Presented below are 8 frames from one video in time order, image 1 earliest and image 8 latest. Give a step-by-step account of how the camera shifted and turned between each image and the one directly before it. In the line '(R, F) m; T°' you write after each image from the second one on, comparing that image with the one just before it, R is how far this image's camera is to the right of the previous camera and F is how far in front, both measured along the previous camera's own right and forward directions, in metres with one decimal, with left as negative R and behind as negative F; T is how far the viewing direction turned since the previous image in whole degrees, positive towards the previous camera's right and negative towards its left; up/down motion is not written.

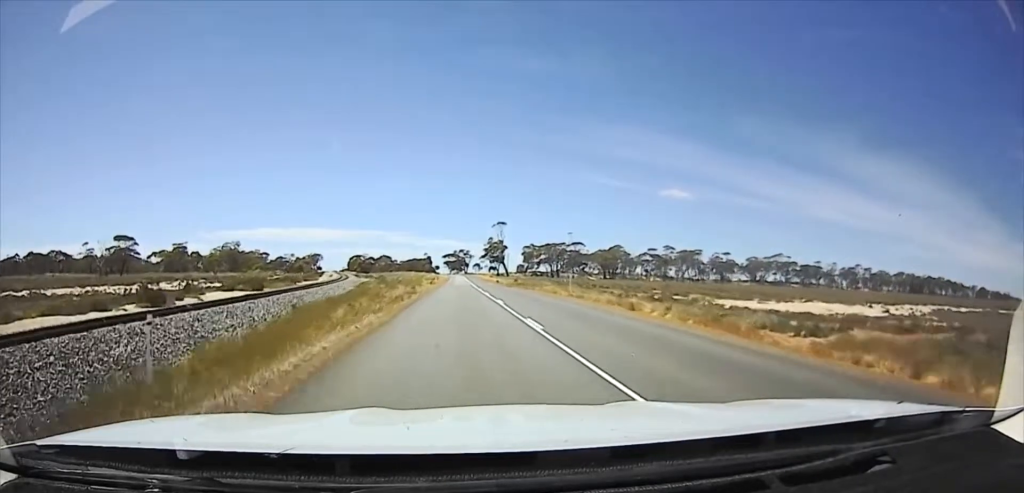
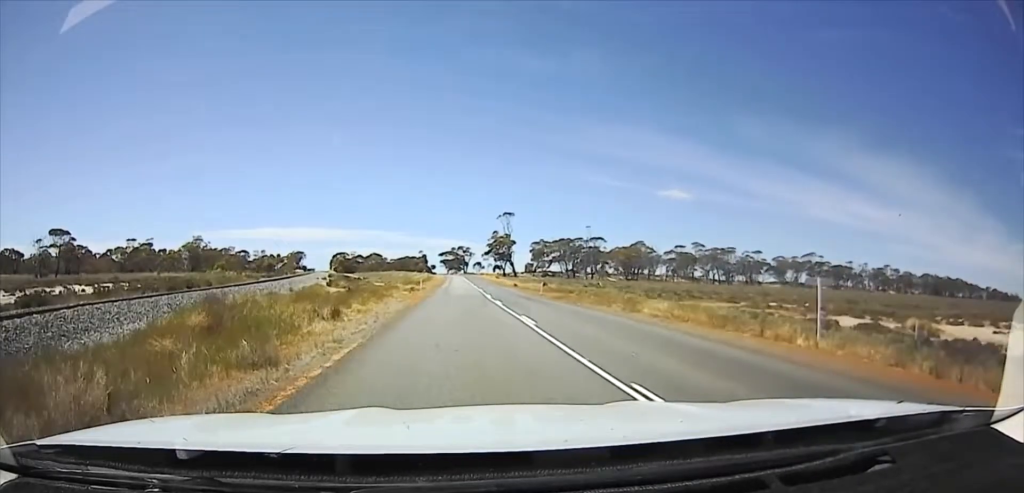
(0.0, +38.3) m; 0°
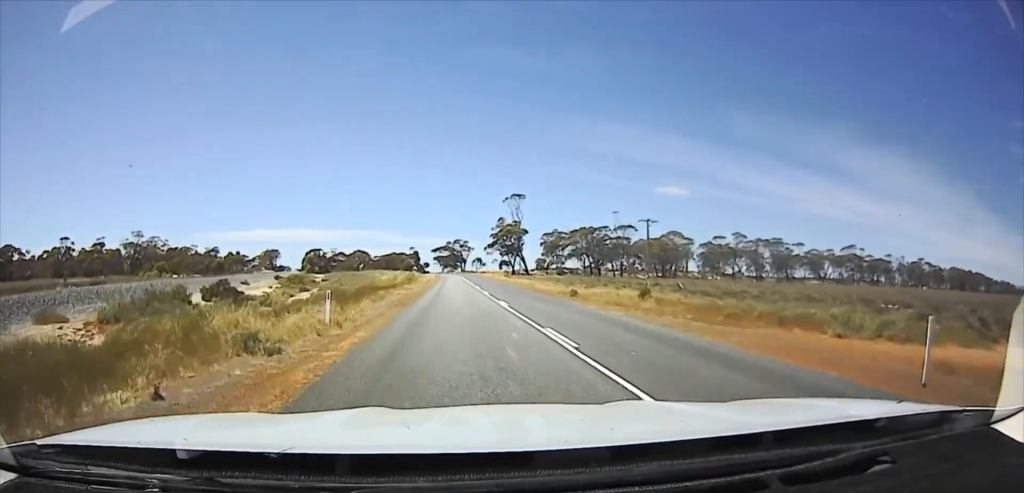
(+0.1, +51.3) m; 0°
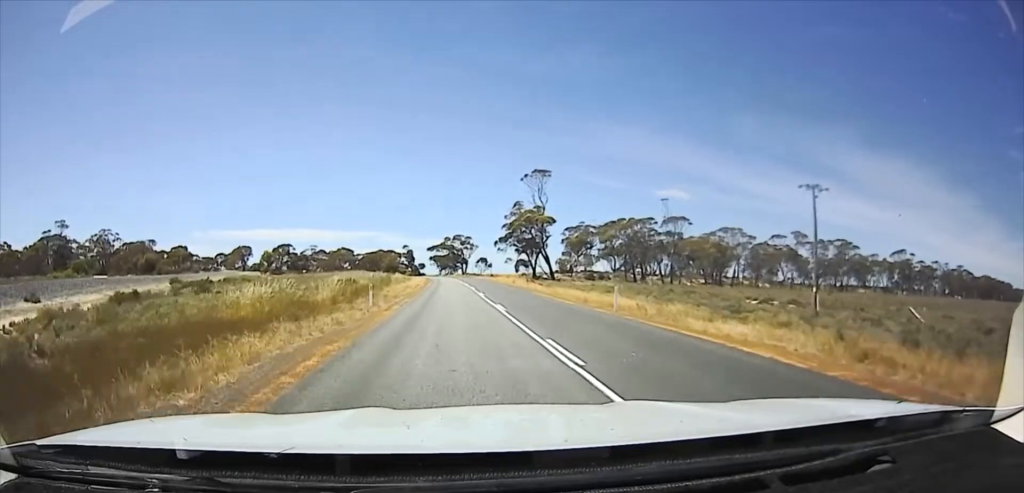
(-0.1, +52.5) m; 0°
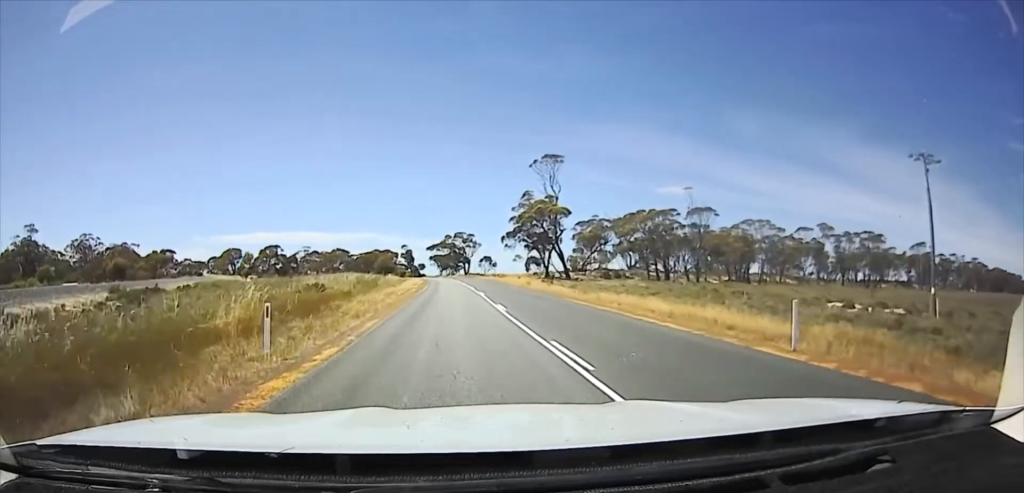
(-0.2, +16.0) m; +1°
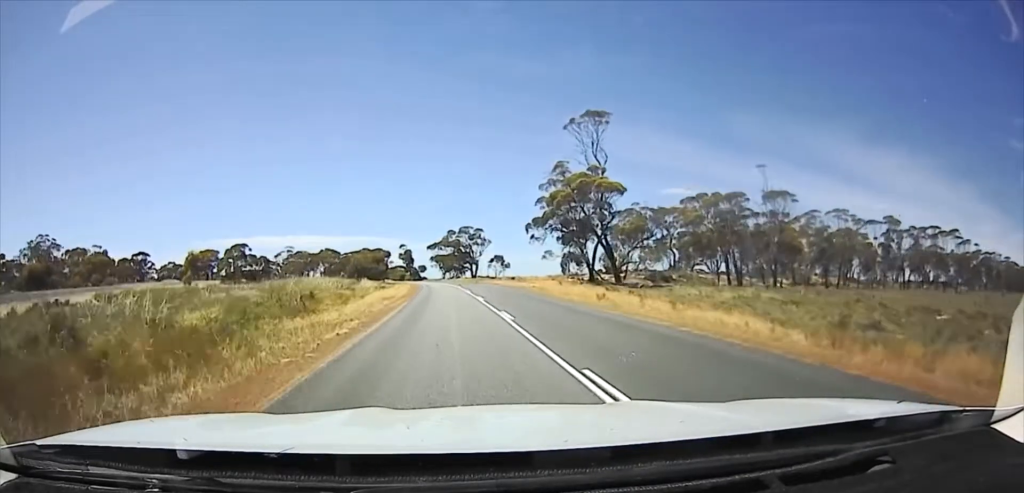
(+0.5, +30.8) m; +2°
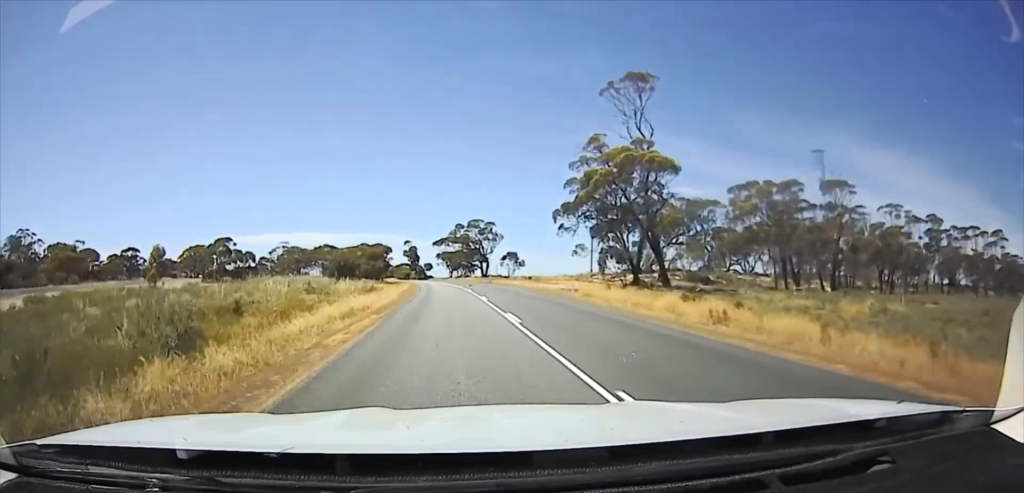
(+0.2, +13.6) m; +1°
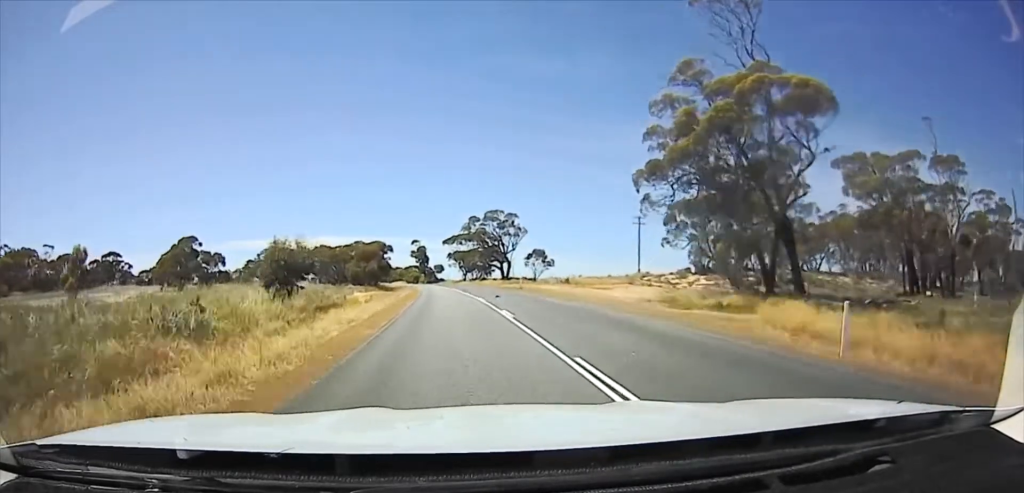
(+0.1, +18.4) m; -1°
